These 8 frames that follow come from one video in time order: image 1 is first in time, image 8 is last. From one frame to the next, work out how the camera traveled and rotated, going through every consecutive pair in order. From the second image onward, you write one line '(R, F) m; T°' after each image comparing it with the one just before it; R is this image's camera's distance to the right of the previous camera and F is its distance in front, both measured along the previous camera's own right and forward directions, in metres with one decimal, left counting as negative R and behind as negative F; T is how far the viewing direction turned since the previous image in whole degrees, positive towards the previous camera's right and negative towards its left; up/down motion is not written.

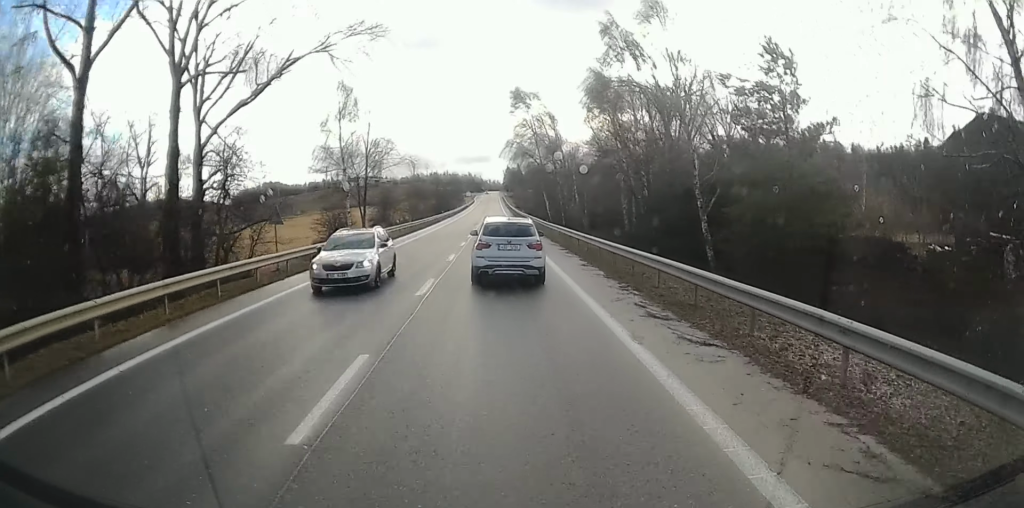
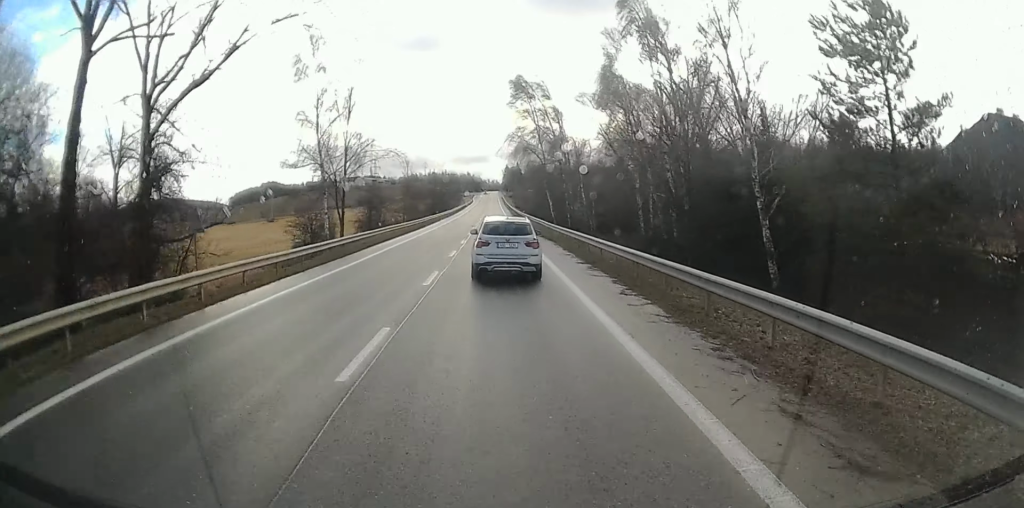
(-0.4, +6.5) m; -2°
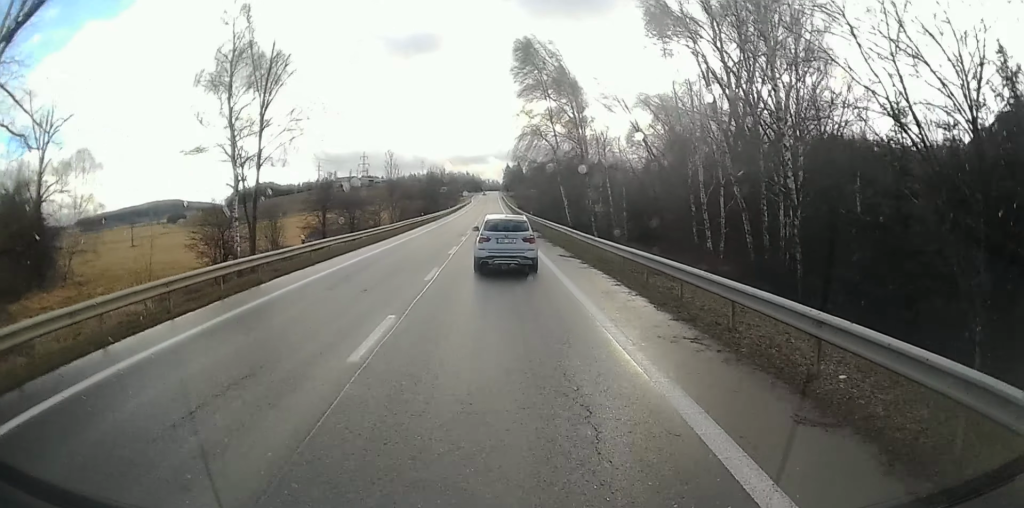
(-0.4, +15.8) m; -1°
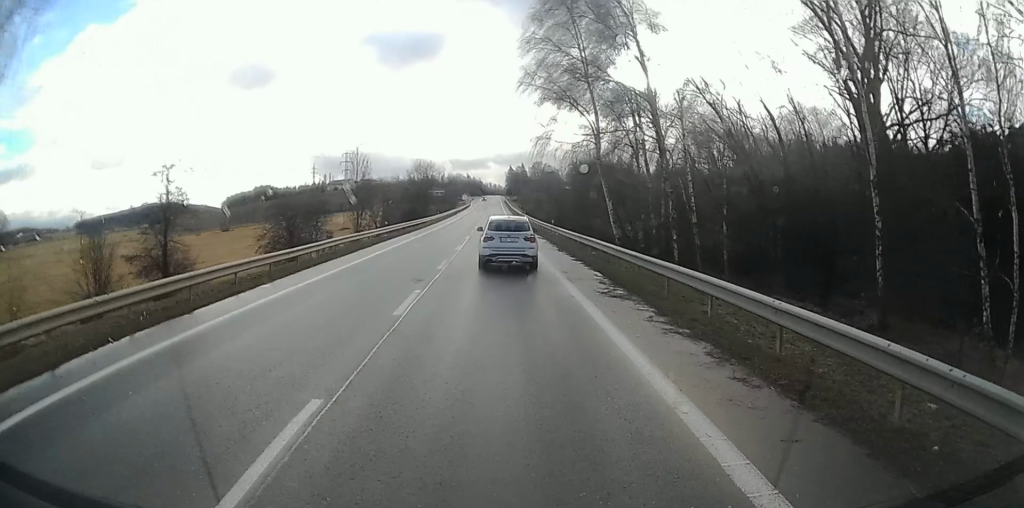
(+0.1, +22.1) m; +3°
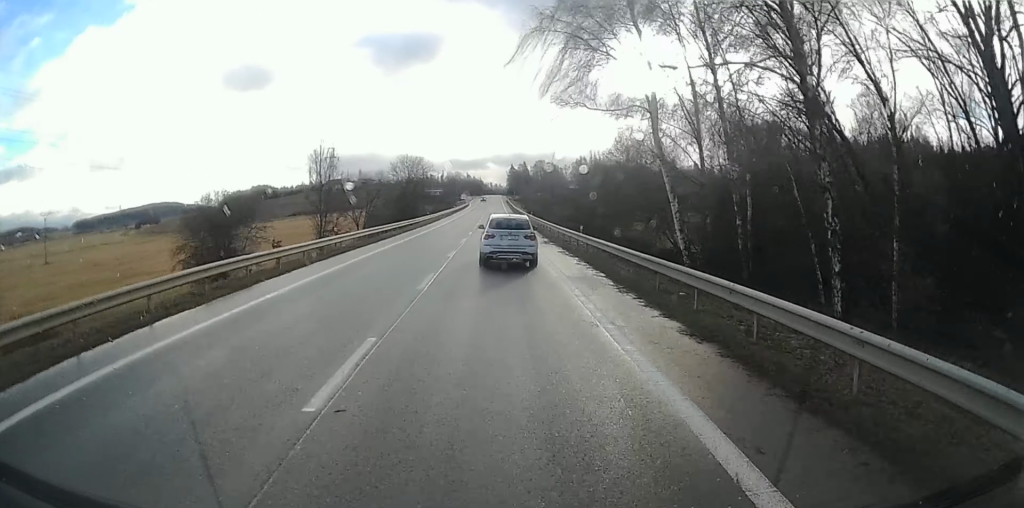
(+0.5, +13.9) m; 0°
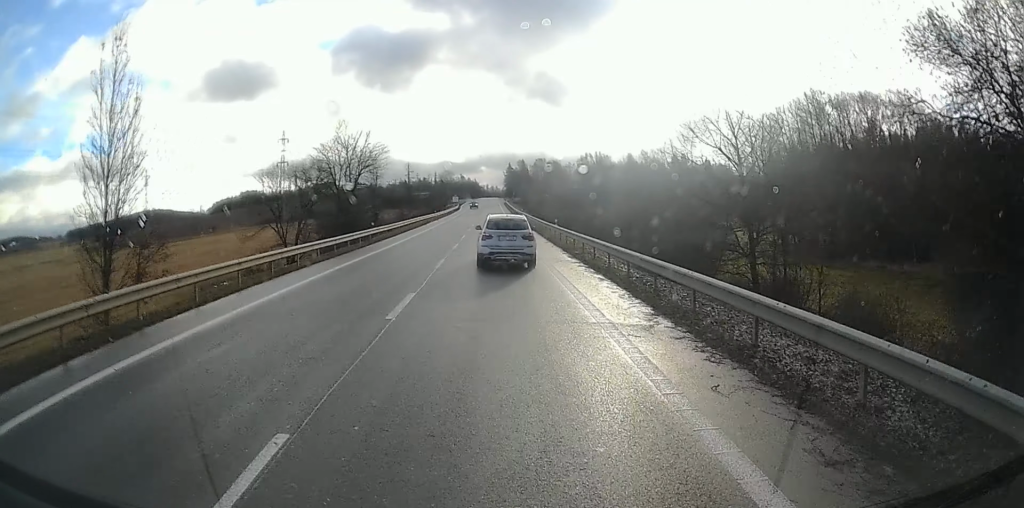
(-0.5, +29.0) m; -1°
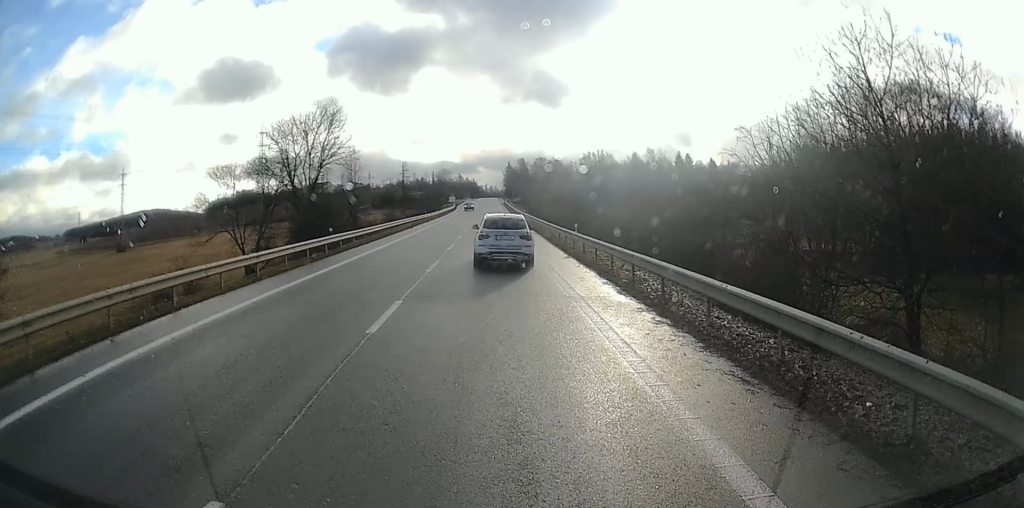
(+0.2, +10.0) m; +1°
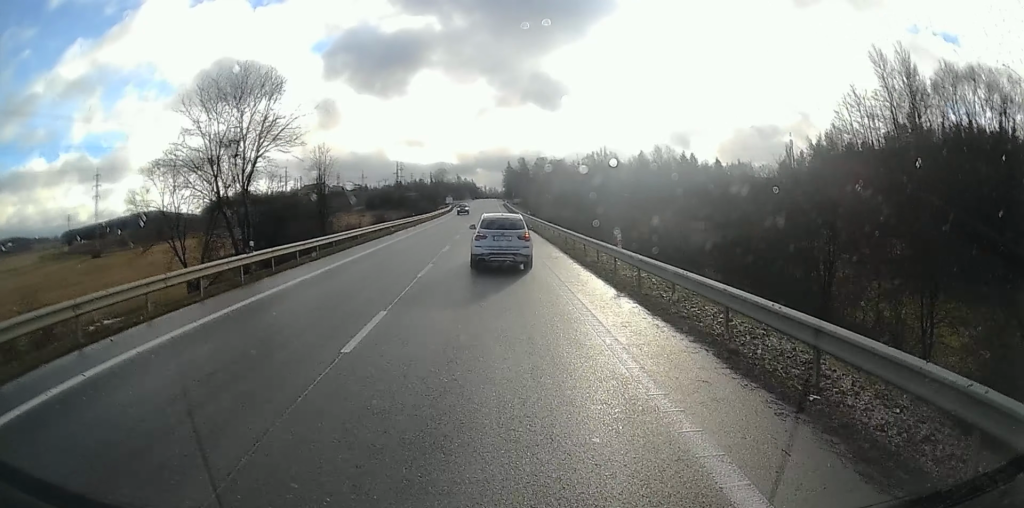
(+0.1, +10.1) m; 0°
